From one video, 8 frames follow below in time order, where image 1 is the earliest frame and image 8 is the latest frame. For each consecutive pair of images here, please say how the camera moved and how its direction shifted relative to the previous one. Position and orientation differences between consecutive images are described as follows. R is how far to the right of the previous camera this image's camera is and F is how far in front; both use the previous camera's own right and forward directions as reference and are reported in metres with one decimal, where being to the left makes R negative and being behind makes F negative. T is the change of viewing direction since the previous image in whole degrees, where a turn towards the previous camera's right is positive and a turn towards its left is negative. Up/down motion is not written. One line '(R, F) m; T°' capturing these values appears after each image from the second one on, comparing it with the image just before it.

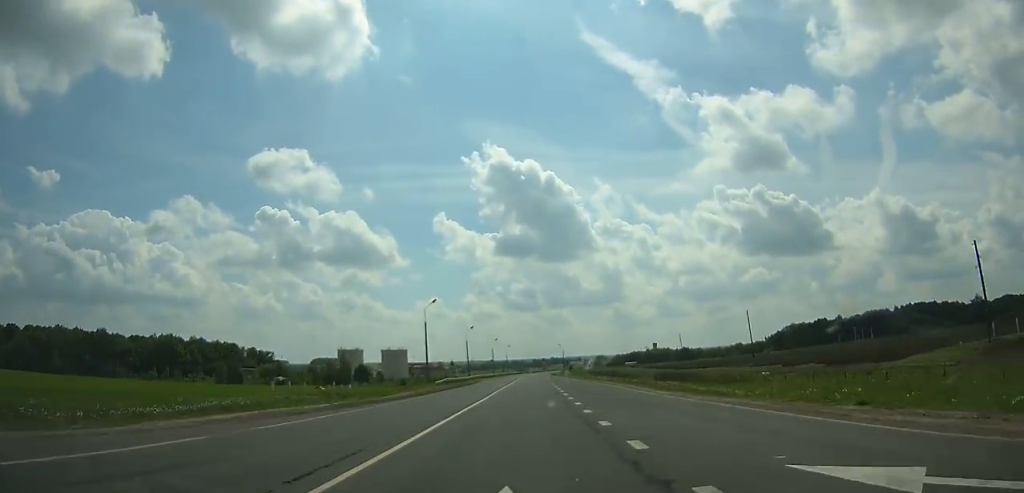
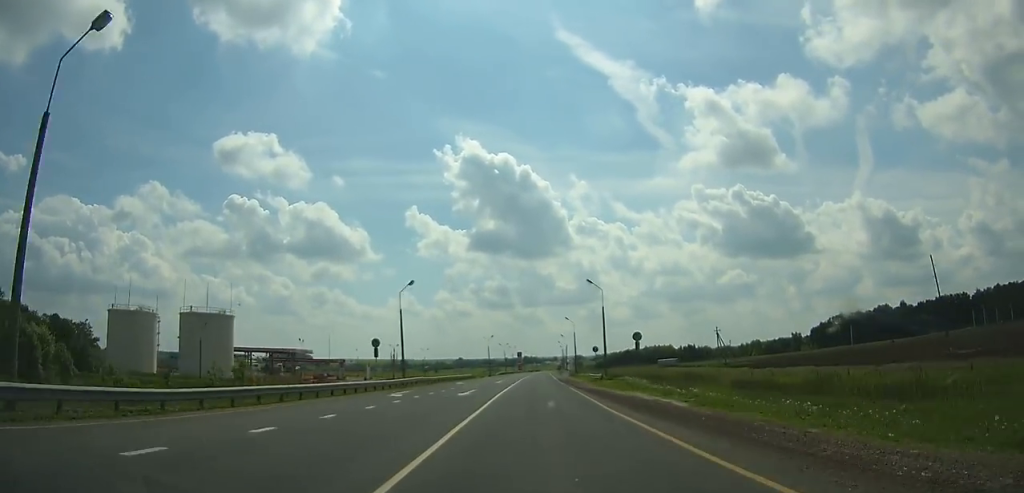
(+2.2, +127.9) m; +2°
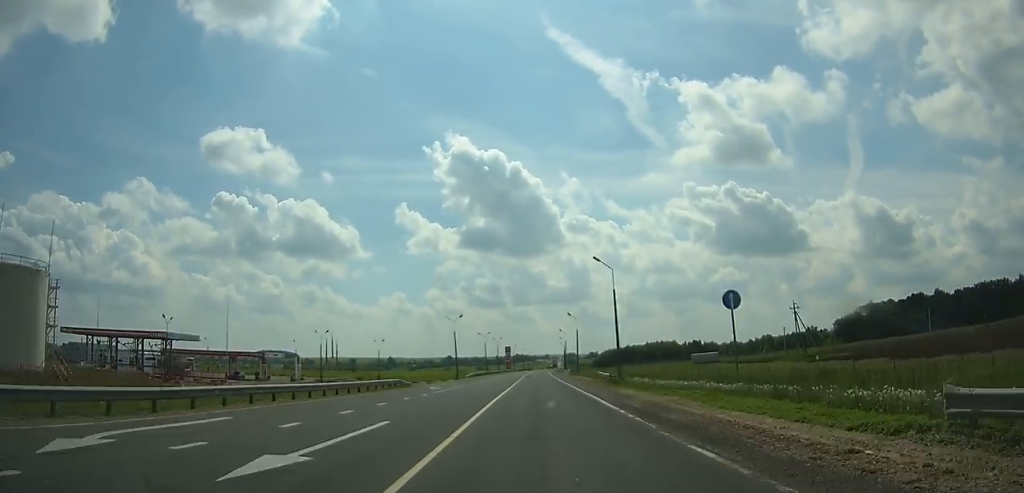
(+0.4, +46.0) m; +1°
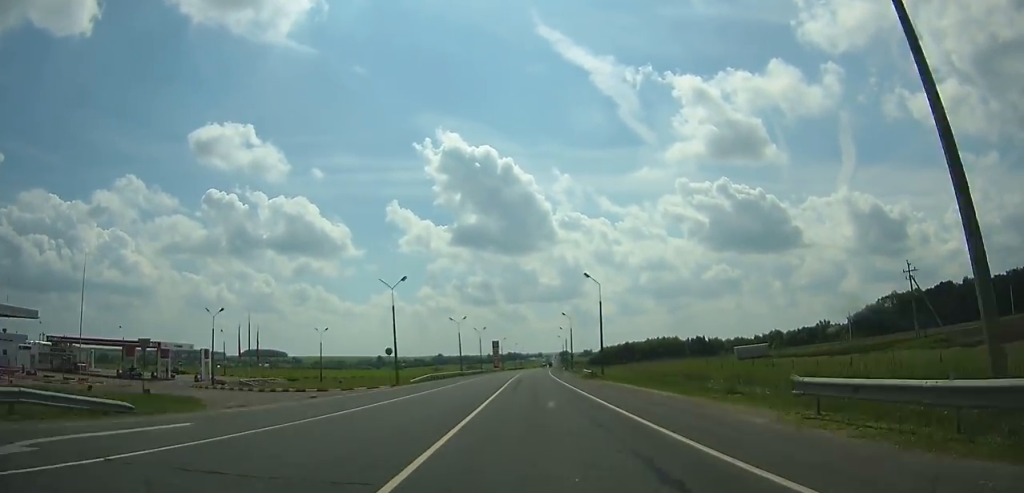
(+0.4, +34.7) m; +1°
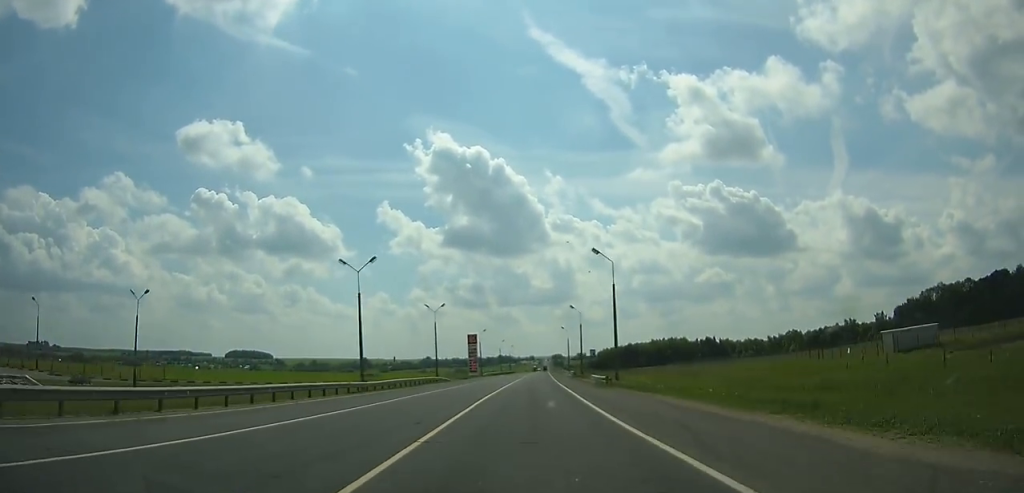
(+0.4, +48.8) m; +1°
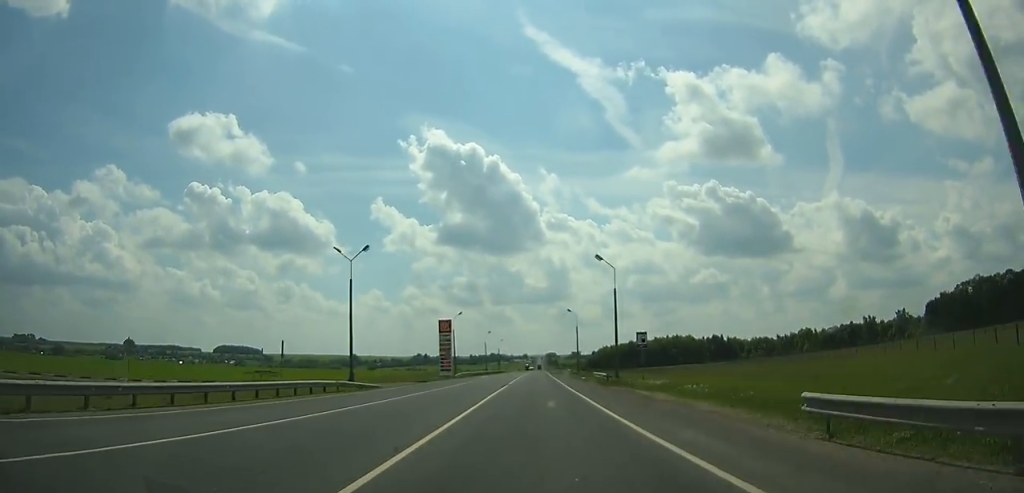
(+0.3, +32.7) m; +1°
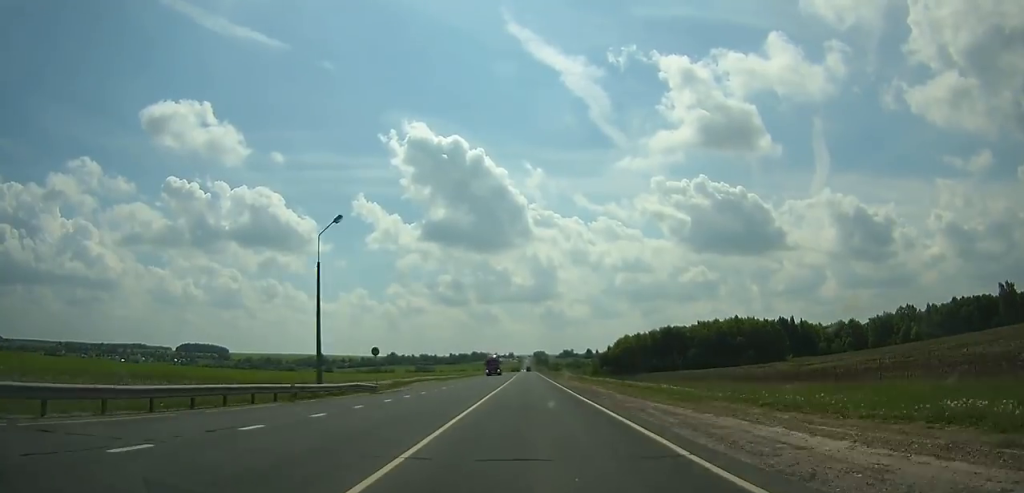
(+1.5, +134.2) m; +1°
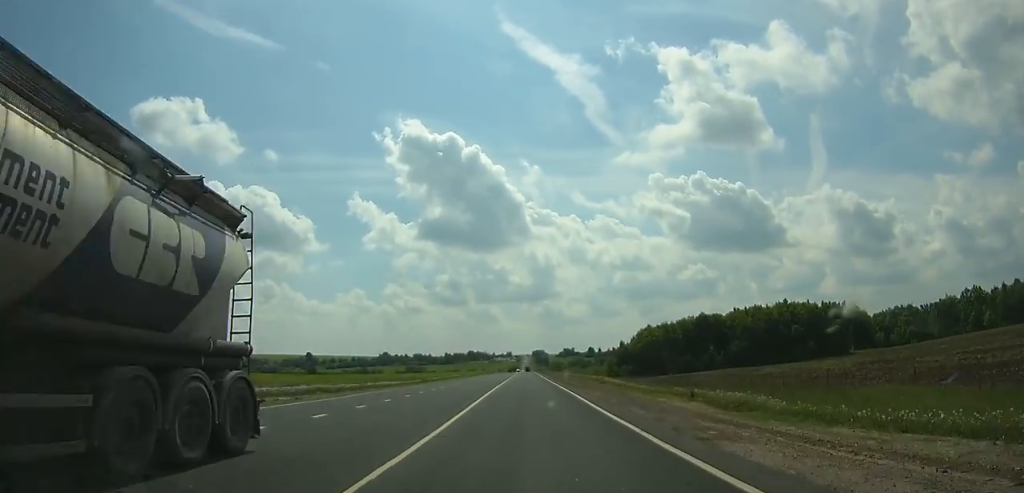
(0.0, +51.9) m; 0°
